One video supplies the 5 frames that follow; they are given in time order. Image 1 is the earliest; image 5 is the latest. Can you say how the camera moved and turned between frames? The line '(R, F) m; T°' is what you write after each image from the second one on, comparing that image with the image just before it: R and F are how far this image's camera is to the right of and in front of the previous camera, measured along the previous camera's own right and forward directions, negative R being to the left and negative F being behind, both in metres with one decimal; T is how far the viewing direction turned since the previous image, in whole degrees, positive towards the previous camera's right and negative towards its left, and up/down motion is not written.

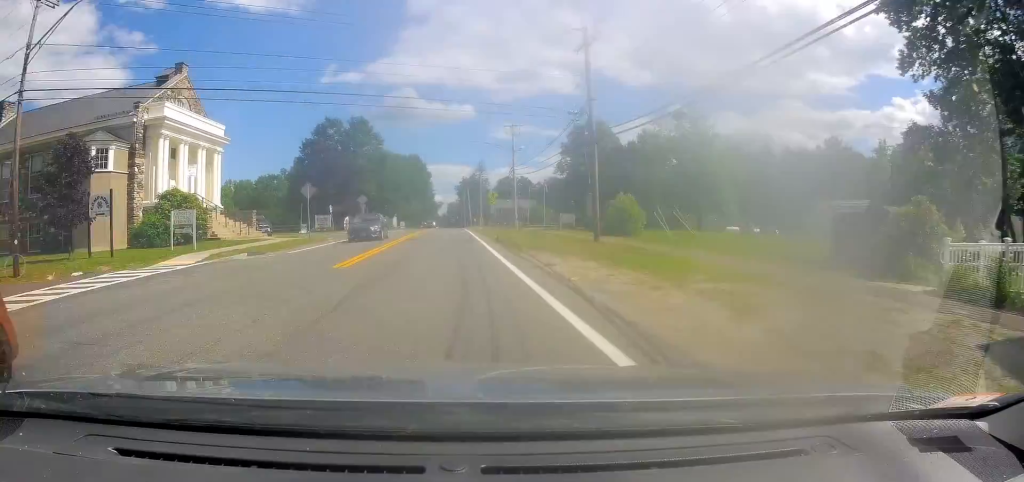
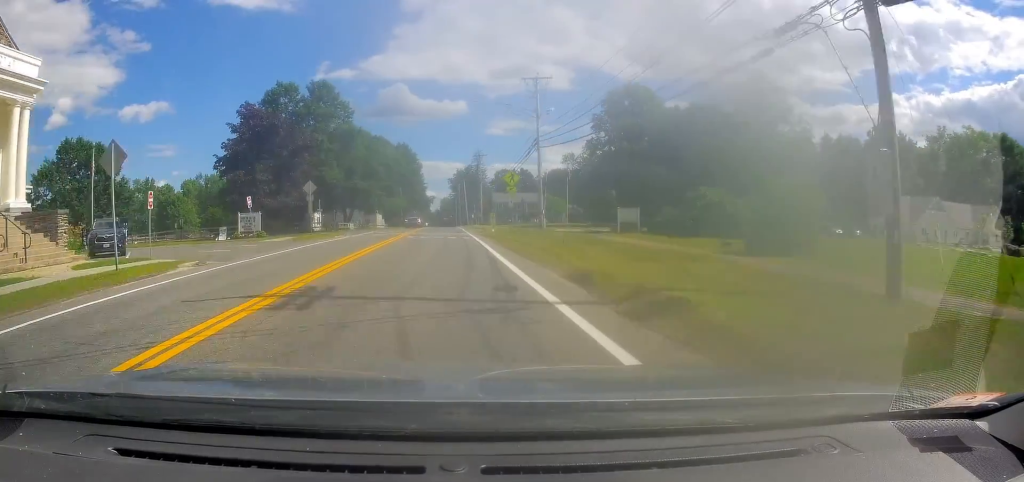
(+0.3, +22.5) m; +1°
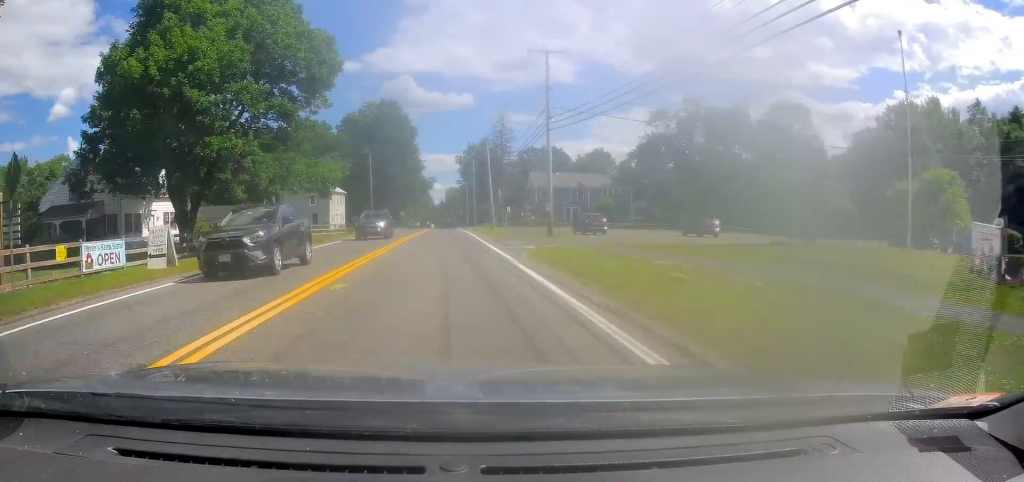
(-1.2, +60.6) m; -1°
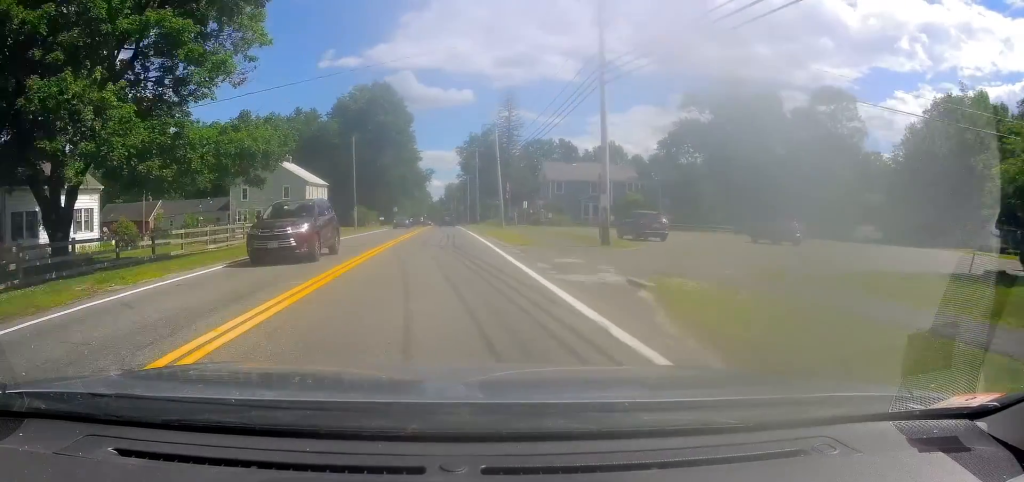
(+0.2, +12.5) m; 0°
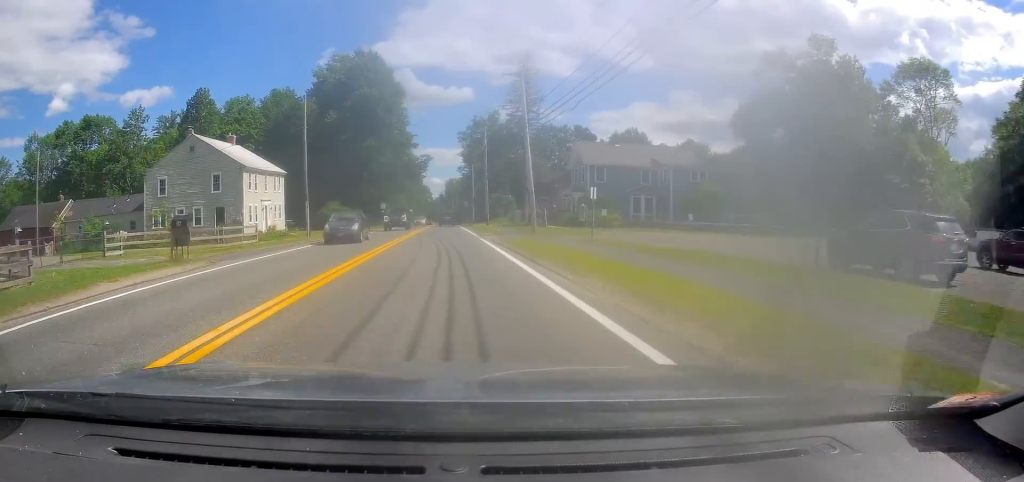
(-0.1, +20.7) m; -1°
